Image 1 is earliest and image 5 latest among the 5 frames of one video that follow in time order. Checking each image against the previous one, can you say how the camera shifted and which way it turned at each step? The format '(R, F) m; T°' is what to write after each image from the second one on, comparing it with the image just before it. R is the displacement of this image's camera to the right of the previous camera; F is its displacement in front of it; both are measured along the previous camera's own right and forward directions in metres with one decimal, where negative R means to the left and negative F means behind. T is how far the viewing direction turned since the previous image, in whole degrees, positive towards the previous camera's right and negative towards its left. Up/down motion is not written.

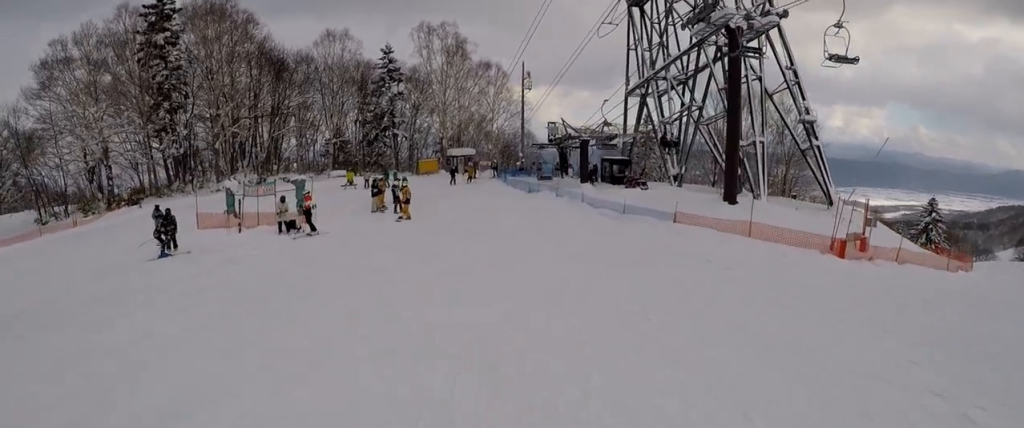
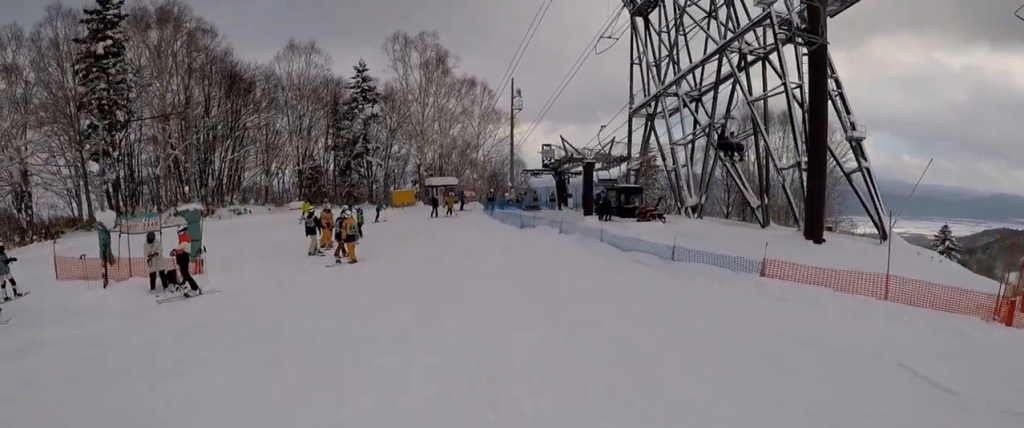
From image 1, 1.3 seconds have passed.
(-1.2, +7.7) m; -9°
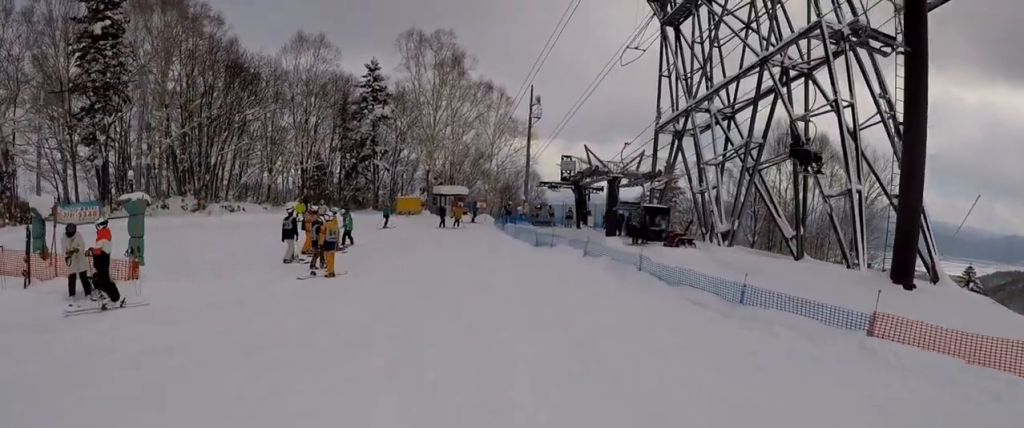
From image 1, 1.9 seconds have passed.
(-0.2, +3.4) m; +2°
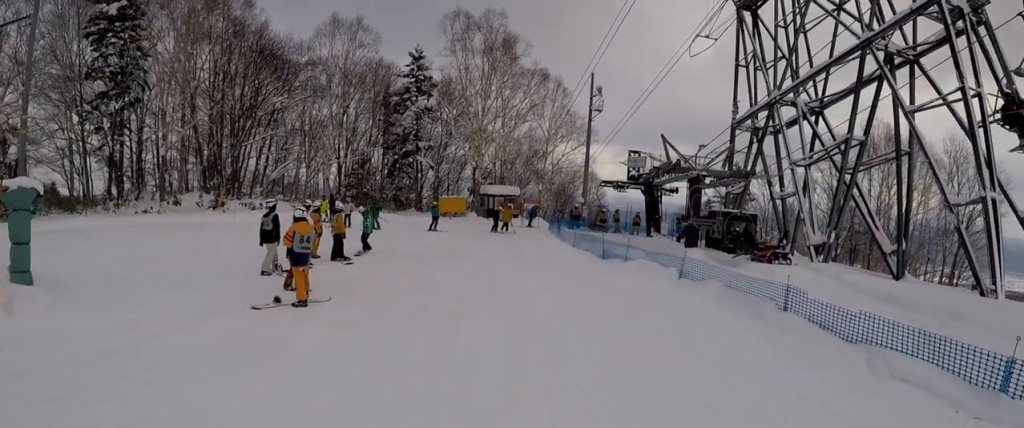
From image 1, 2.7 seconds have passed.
(+0.7, +5.4) m; +7°
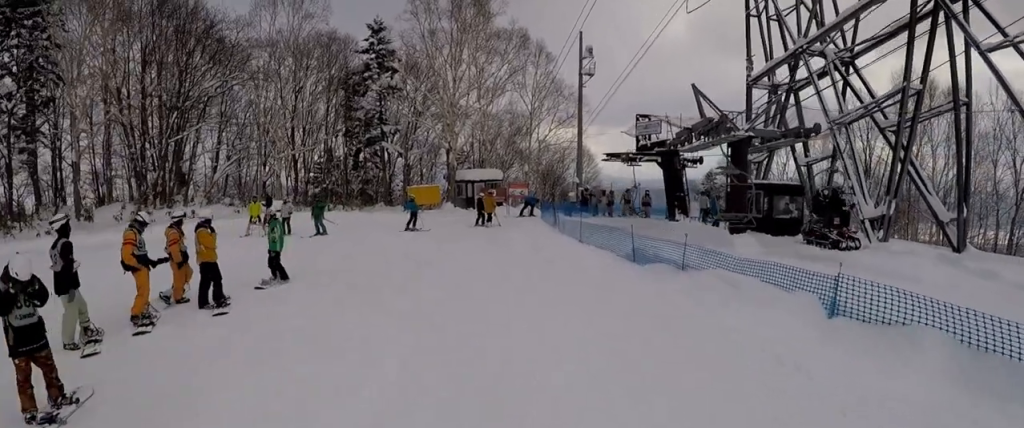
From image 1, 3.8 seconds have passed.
(-0.2, +6.6) m; -10°
